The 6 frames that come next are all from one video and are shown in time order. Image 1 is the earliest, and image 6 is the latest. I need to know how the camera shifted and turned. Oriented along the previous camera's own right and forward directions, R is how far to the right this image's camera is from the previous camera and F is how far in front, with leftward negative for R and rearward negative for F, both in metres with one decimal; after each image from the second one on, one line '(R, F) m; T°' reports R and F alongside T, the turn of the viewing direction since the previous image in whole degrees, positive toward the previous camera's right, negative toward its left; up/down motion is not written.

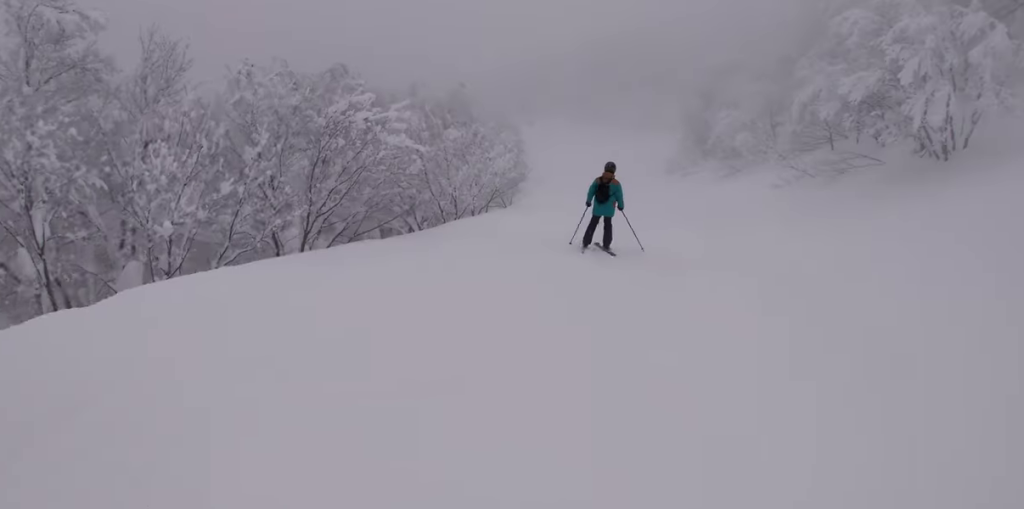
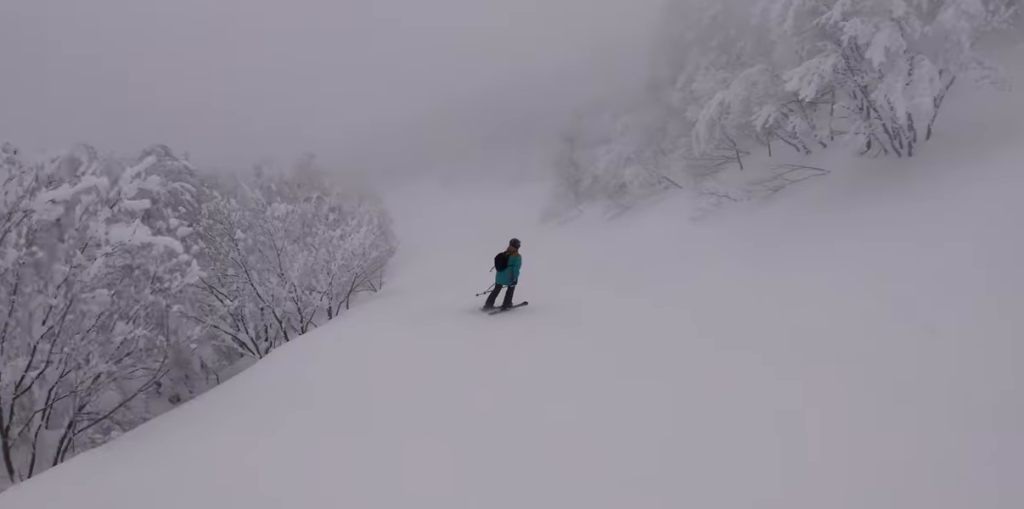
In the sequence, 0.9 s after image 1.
(-0.2, +5.6) m; -7°
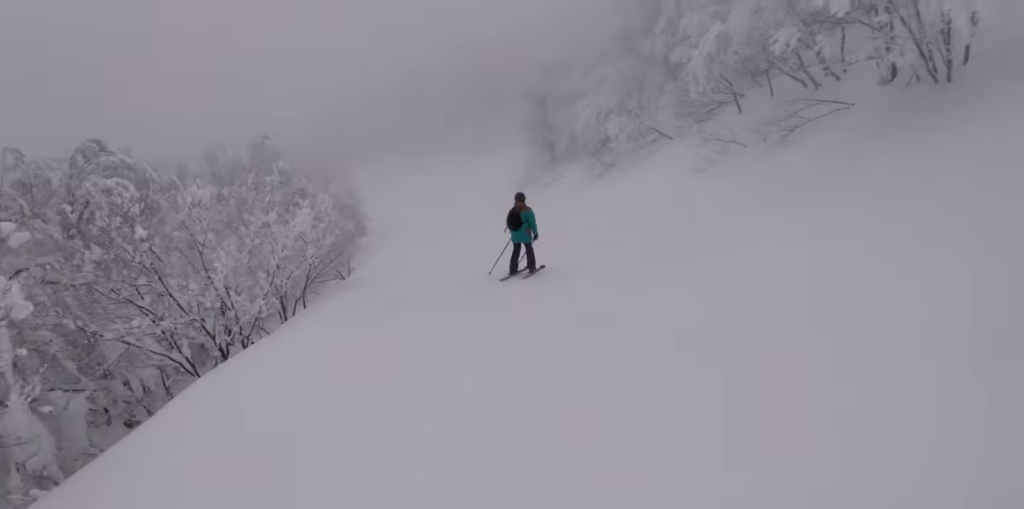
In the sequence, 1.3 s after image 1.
(-0.4, +2.6) m; 0°
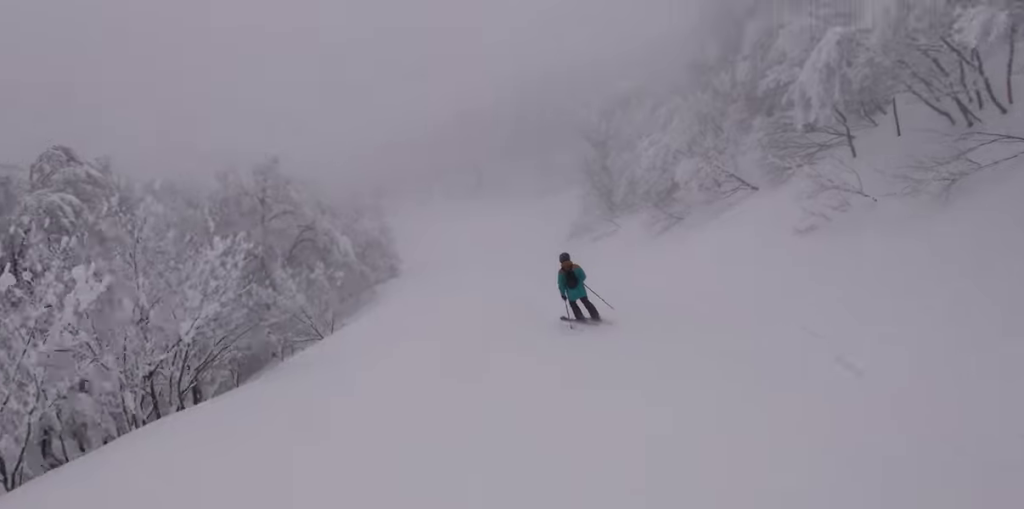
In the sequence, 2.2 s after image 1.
(0.0, +5.7) m; 0°
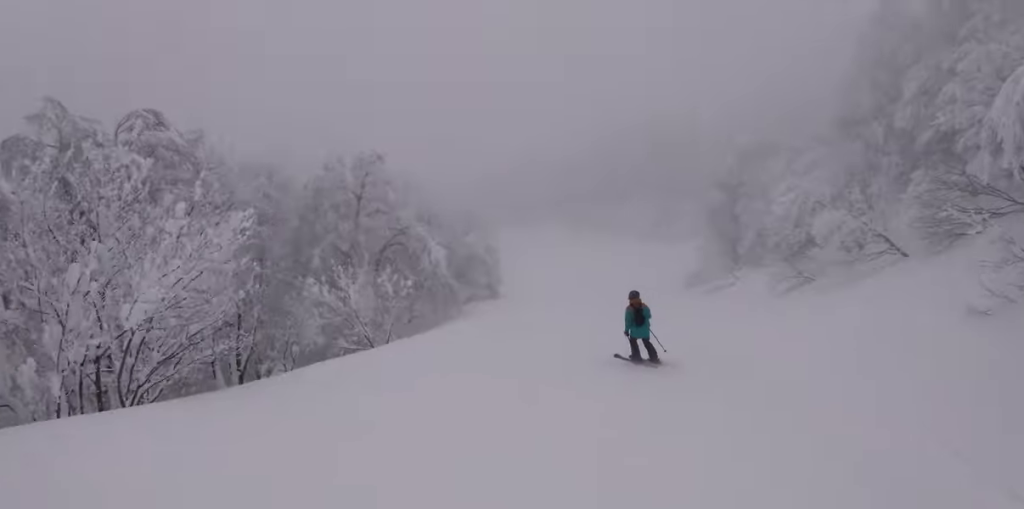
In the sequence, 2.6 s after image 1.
(+0.4, +2.6) m; 0°
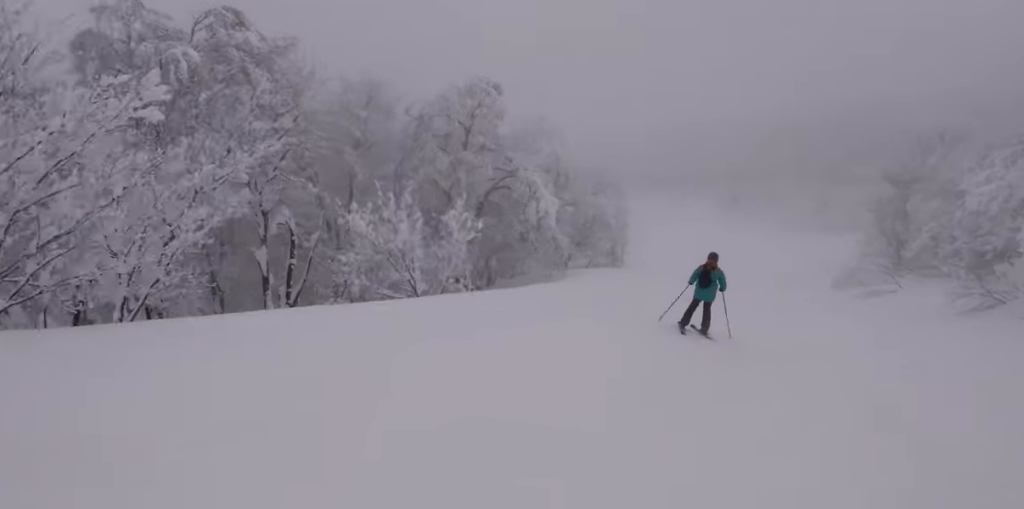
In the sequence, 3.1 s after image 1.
(-0.3, +3.9) m; 0°
